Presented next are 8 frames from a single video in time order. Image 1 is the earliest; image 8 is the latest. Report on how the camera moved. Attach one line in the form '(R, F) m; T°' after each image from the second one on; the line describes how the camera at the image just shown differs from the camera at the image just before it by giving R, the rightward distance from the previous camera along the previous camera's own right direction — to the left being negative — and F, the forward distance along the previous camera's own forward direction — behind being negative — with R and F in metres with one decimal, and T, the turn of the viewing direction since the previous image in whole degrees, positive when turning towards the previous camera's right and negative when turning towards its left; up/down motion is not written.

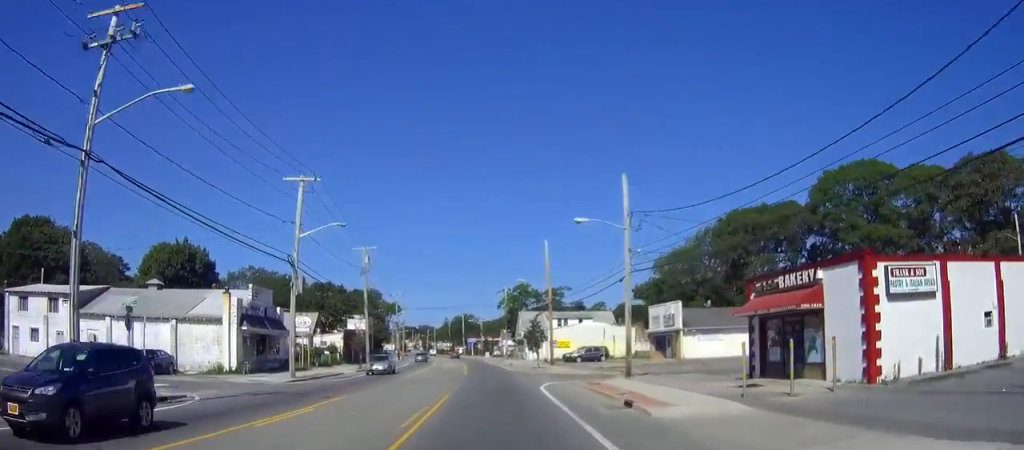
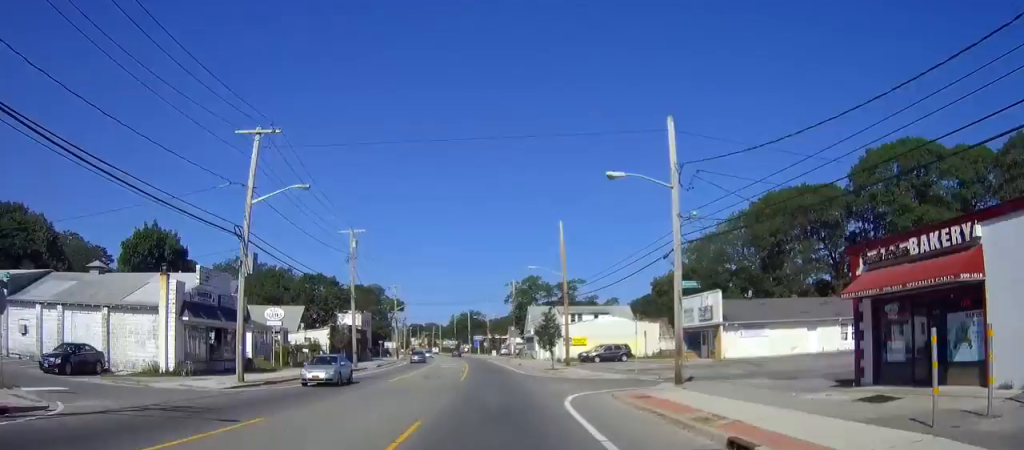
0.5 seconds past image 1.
(-0.1, +9.3) m; -1°
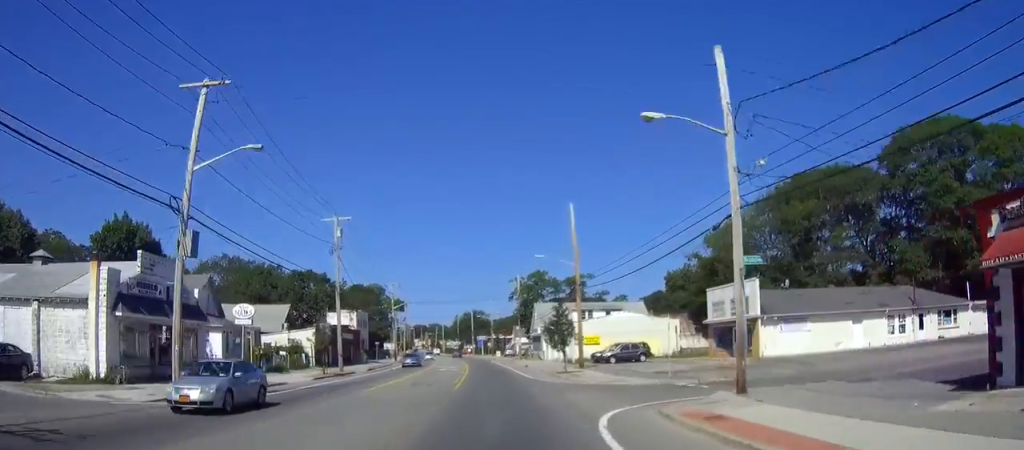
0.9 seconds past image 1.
(0.0, +7.0) m; 0°
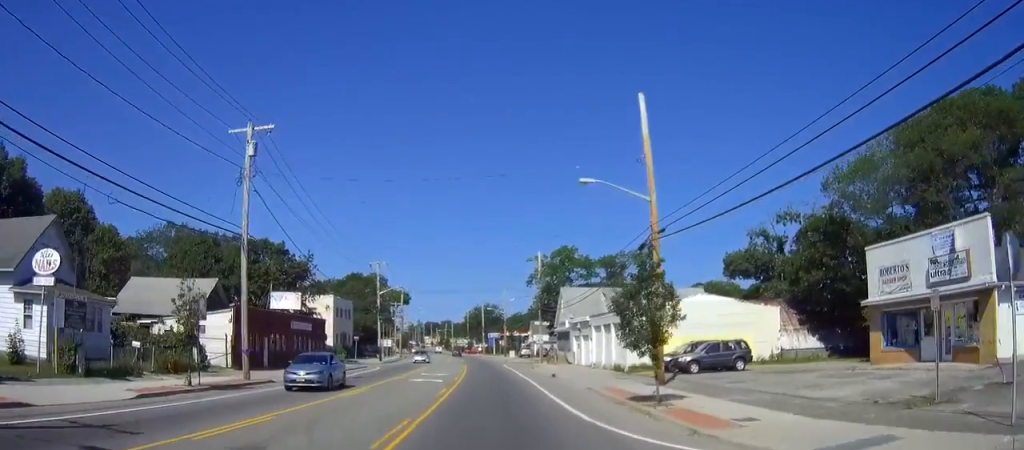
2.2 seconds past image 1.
(-0.2, +22.9) m; 0°
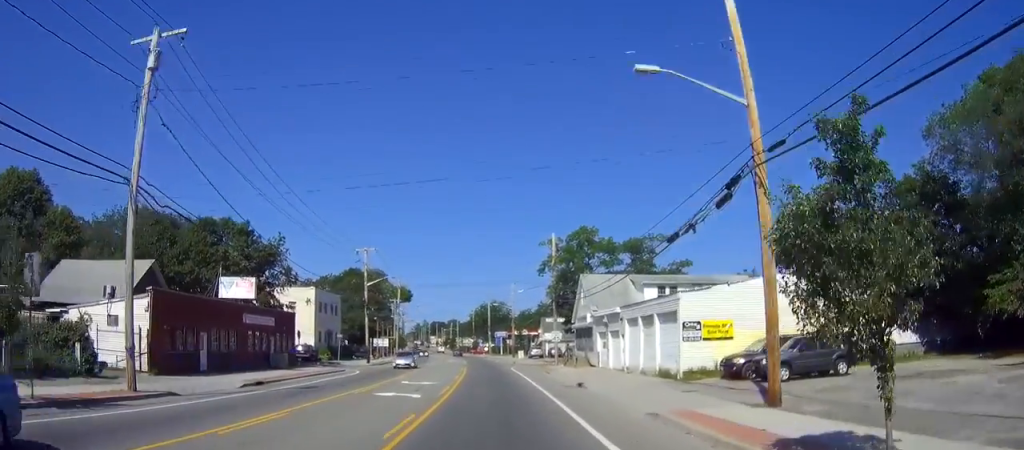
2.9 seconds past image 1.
(+0.1, +12.0) m; 0°
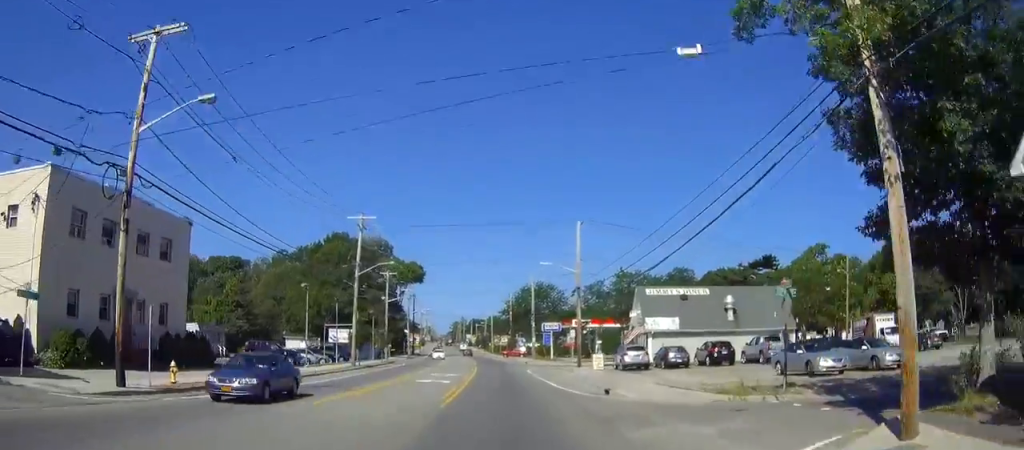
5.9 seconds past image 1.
(-2.1, +52.5) m; -5°
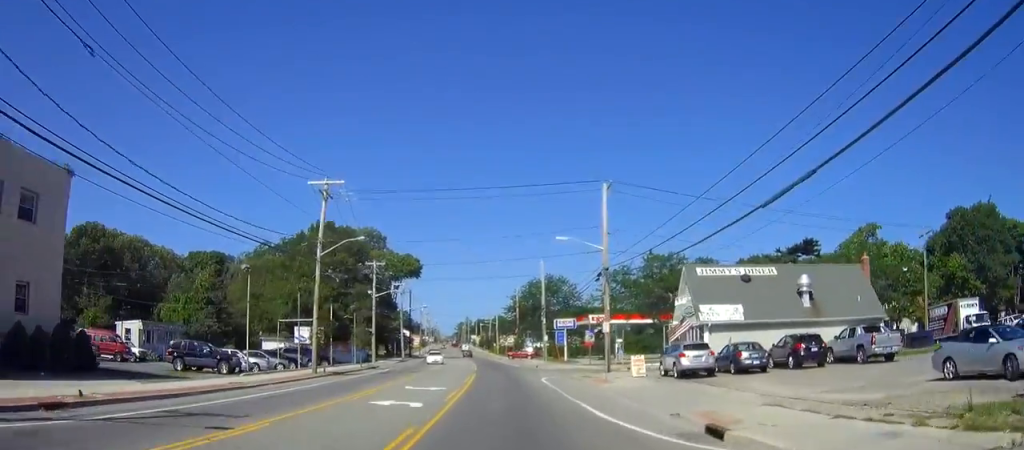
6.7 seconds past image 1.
(-0.1, +13.1) m; -1°
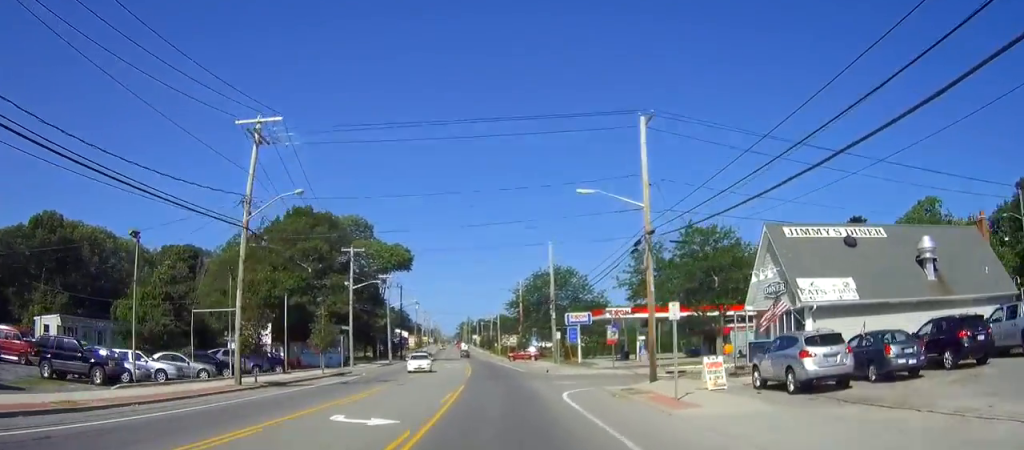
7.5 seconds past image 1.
(0.0, +13.1) m; -1°
